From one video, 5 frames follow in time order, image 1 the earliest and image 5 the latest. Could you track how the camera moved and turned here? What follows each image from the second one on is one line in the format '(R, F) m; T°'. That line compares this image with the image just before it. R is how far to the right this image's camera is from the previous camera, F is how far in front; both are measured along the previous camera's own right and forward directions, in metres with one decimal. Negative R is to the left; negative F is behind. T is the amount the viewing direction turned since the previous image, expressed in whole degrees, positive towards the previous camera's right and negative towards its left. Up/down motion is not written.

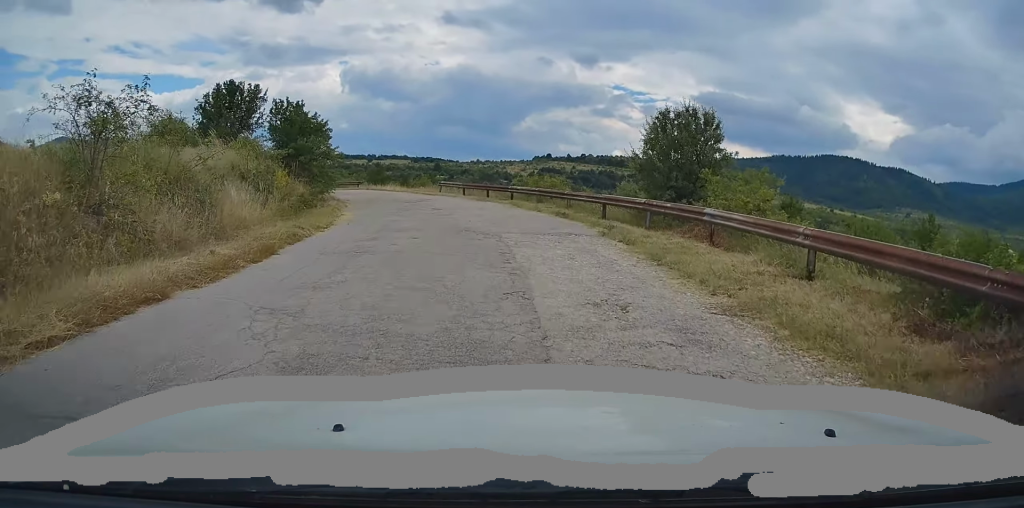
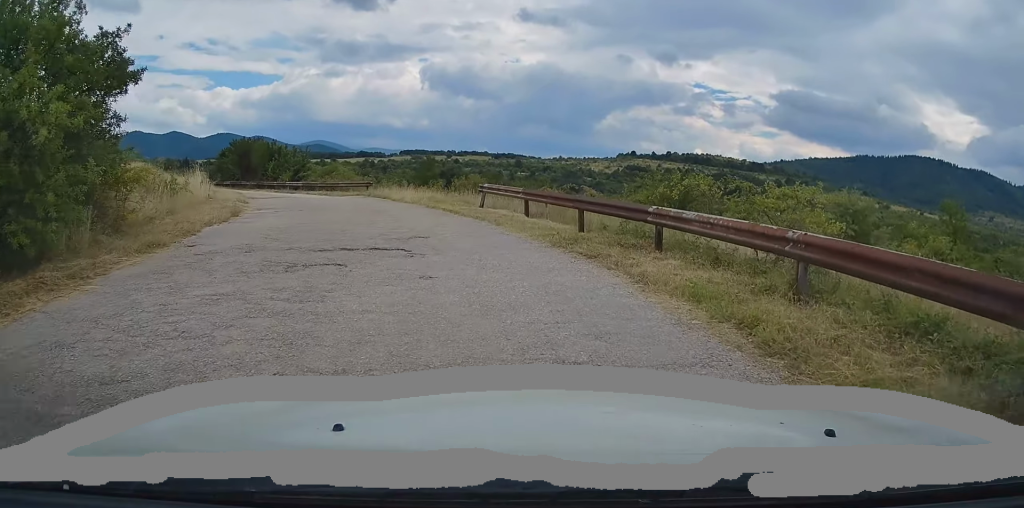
(-1.4, +20.6) m; -10°
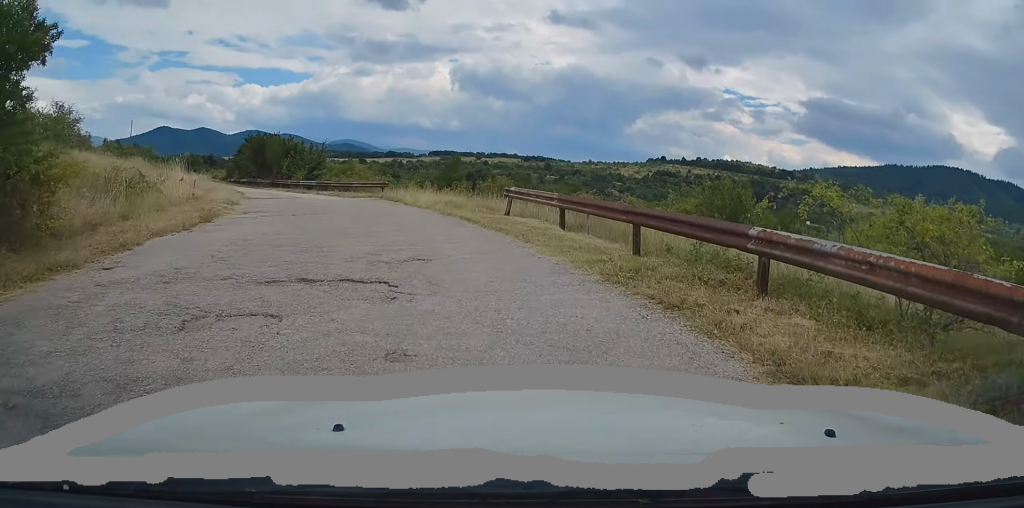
(0.0, +3.4) m; -3°
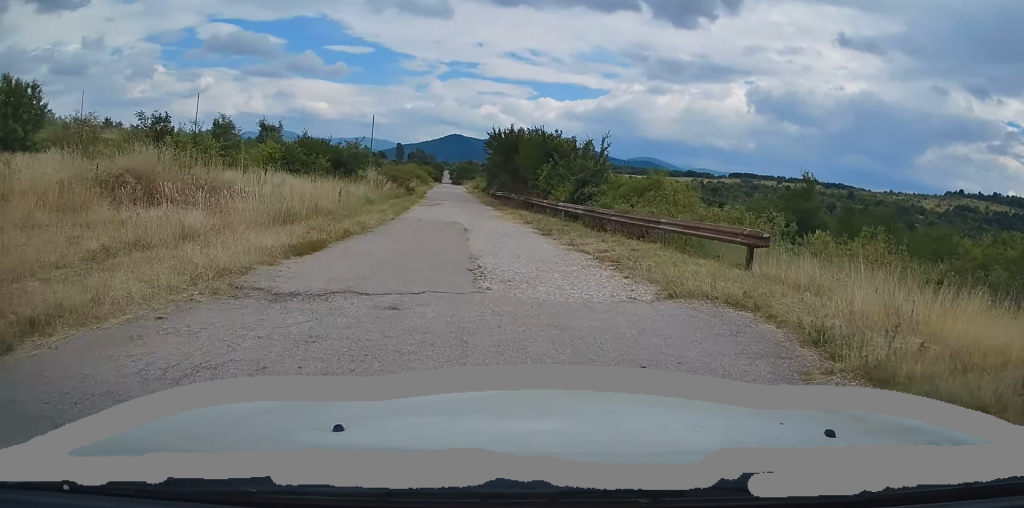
(-4.7, +20.3) m; -24°
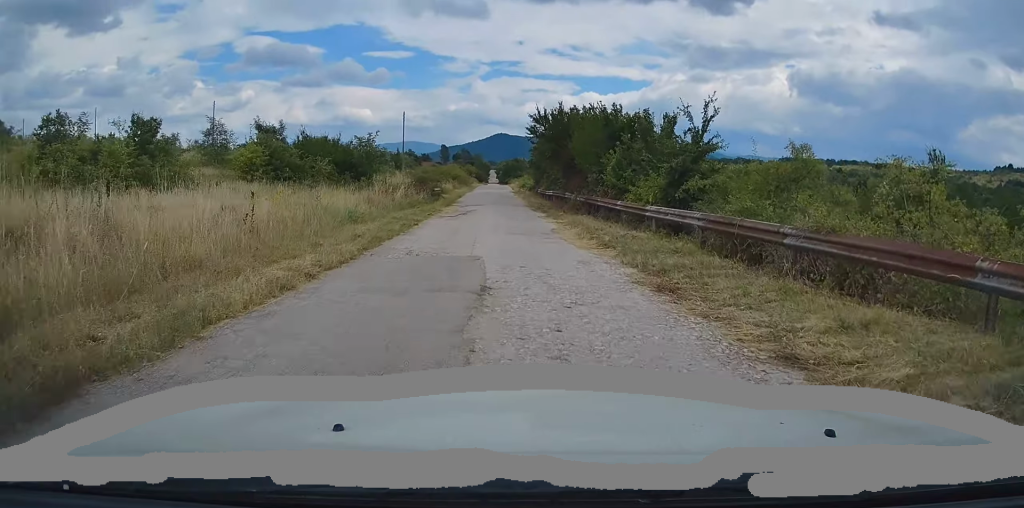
(-0.4, +9.5) m; -3°
